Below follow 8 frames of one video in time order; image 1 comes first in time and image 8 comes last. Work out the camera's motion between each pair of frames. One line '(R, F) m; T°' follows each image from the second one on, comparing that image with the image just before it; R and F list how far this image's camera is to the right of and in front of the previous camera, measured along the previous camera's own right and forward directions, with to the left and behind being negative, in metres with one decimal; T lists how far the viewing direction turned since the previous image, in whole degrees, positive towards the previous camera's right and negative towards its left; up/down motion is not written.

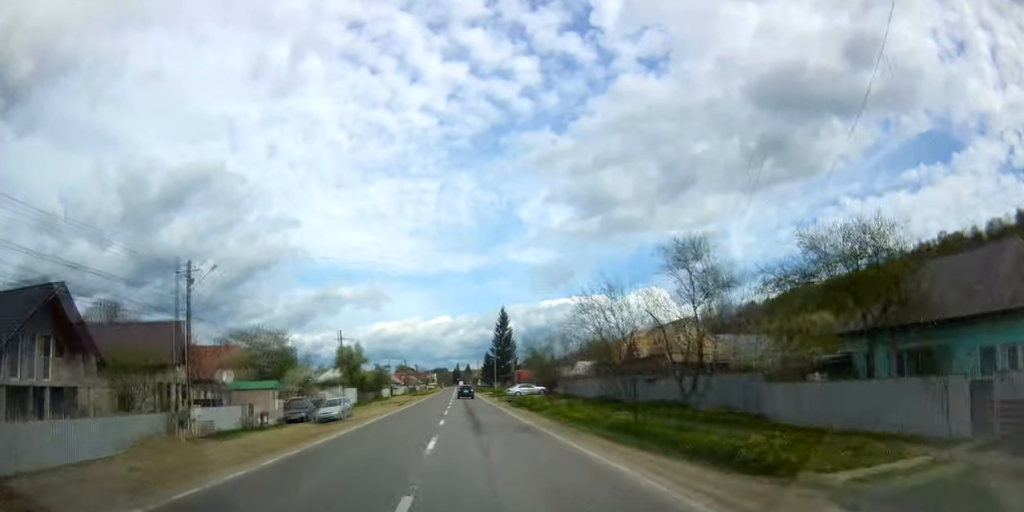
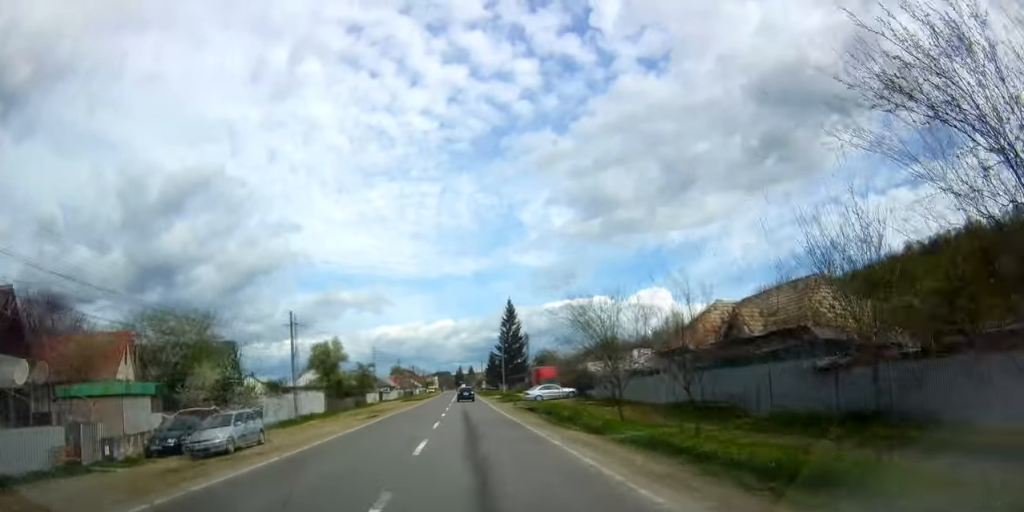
(+0.1, +18.4) m; 0°
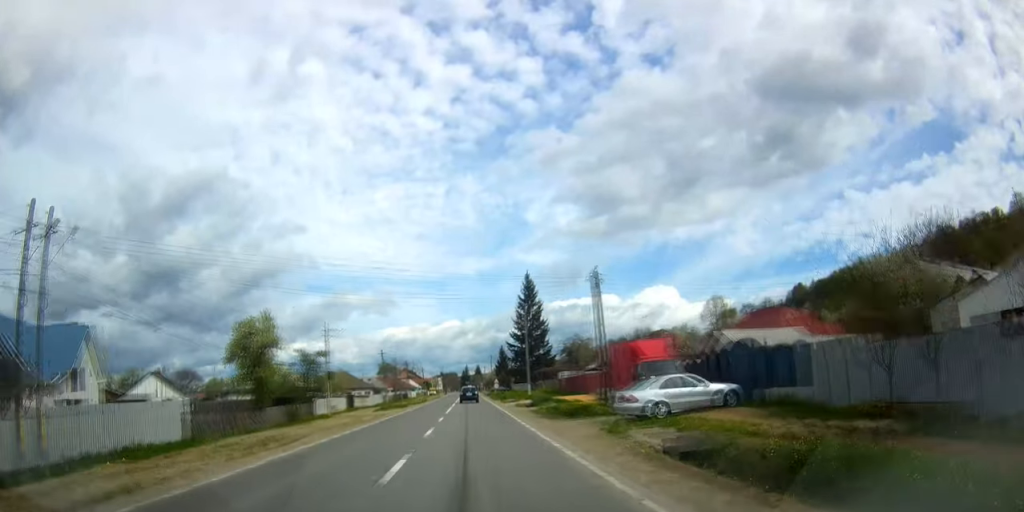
(0.0, +32.0) m; 0°
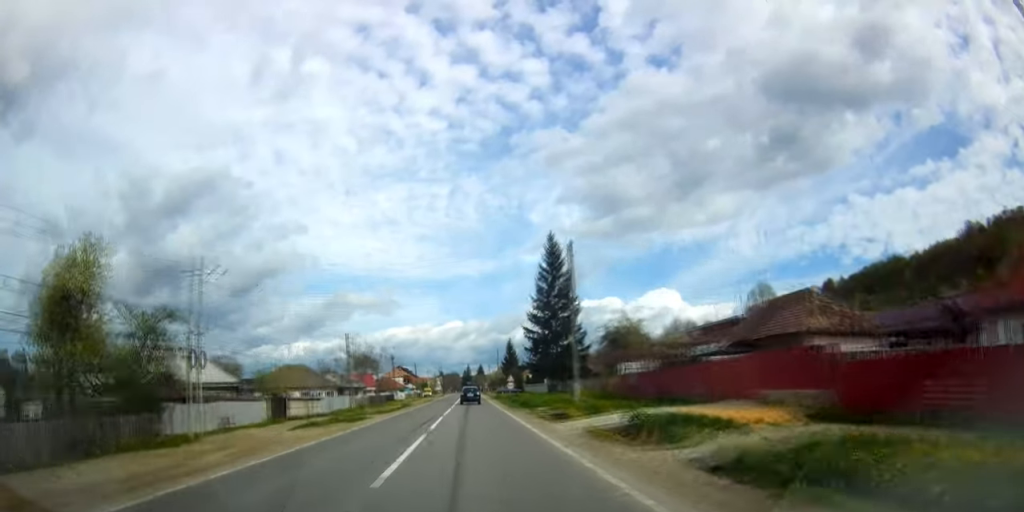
(-0.1, +29.7) m; -1°
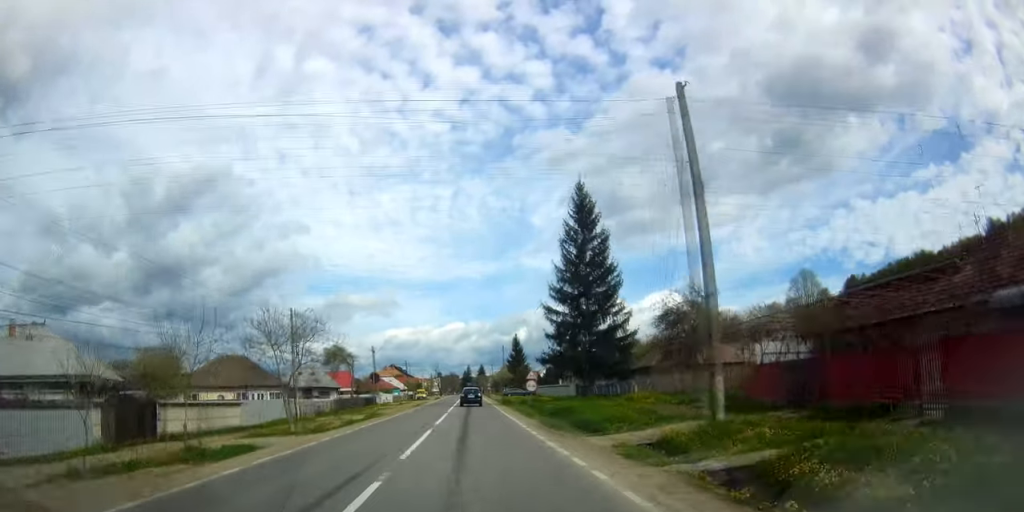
(-0.1, +21.5) m; -1°
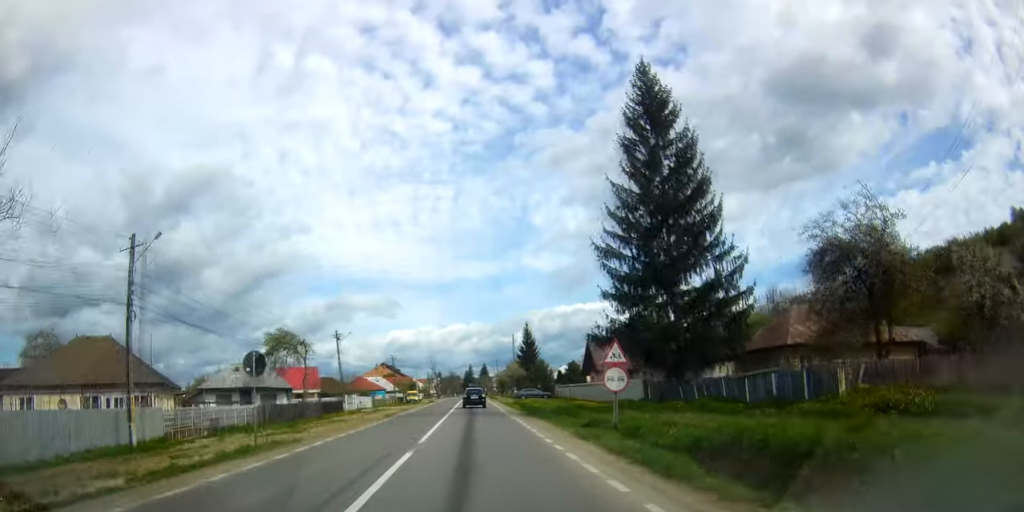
(-0.2, +24.0) m; 0°
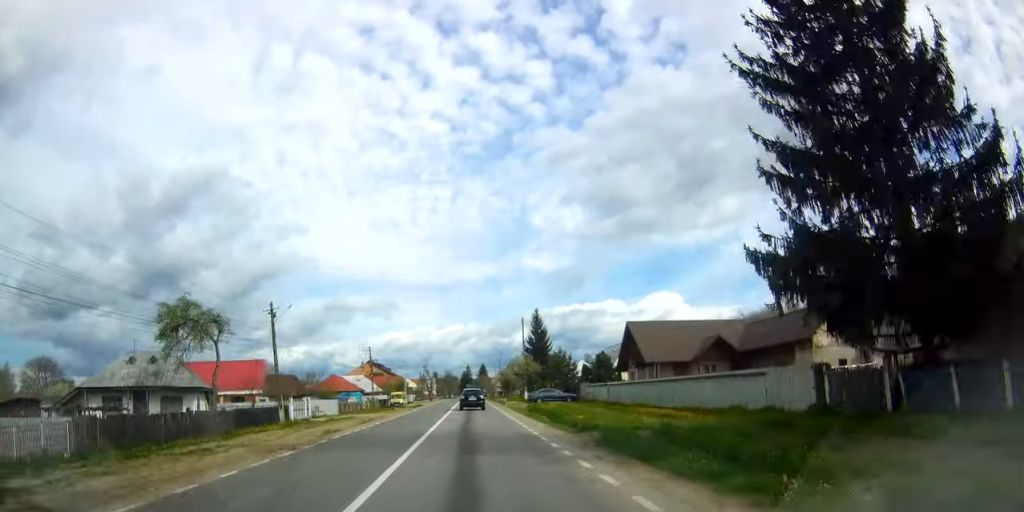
(0.0, +20.5) m; 0°
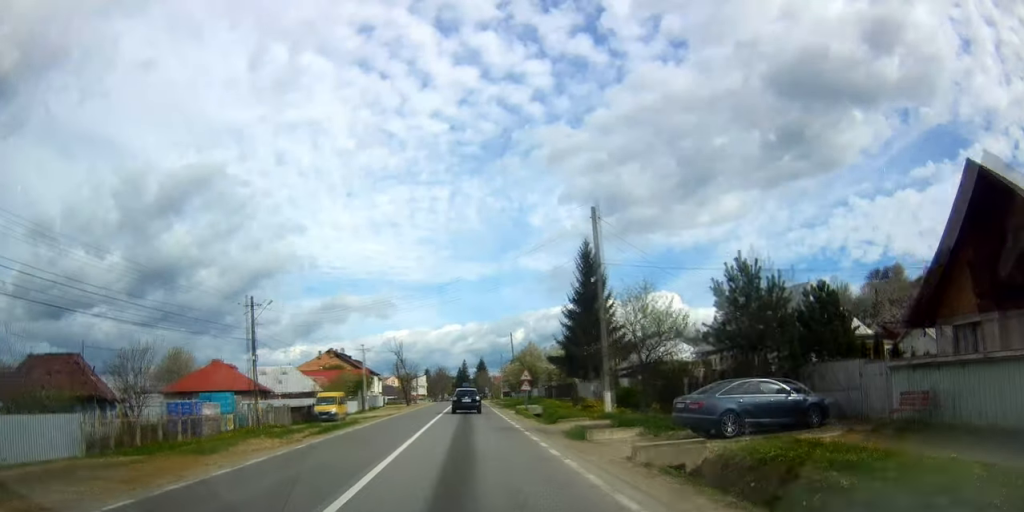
(+0.2, +43.7) m; +1°
